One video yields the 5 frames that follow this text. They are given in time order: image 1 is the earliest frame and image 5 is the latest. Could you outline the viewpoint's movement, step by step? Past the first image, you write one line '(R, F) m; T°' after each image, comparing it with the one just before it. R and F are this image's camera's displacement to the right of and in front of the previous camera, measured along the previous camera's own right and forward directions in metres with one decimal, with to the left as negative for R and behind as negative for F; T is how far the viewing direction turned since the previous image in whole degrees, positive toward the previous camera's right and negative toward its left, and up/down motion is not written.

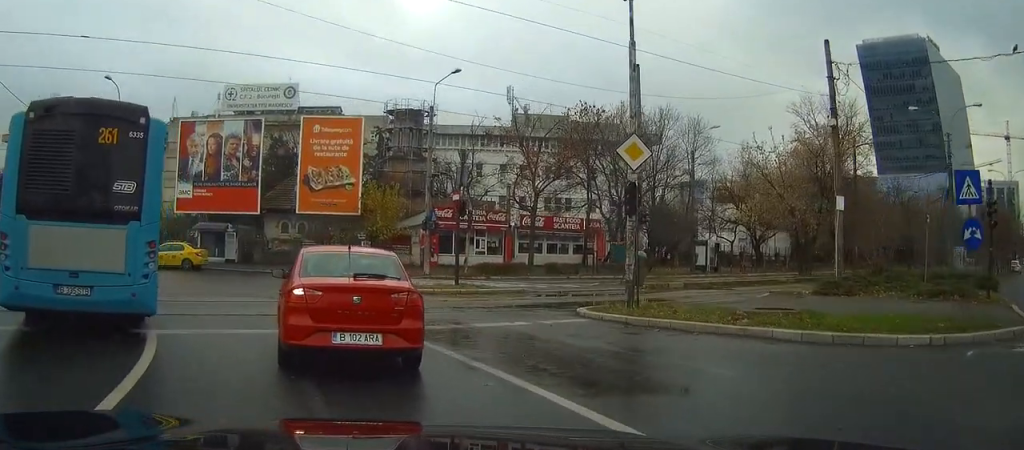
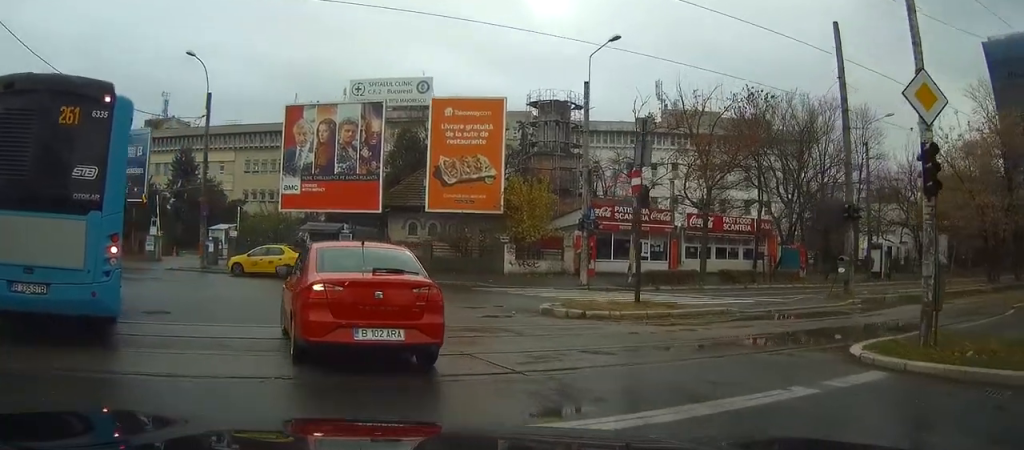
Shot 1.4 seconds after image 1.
(-0.9, +6.5) m; -7°
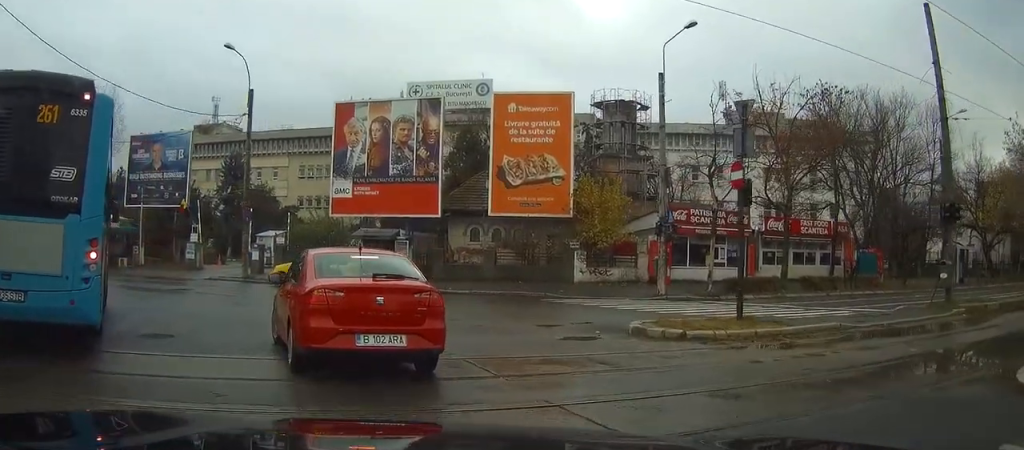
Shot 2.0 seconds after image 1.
(+0.2, +2.8) m; 0°
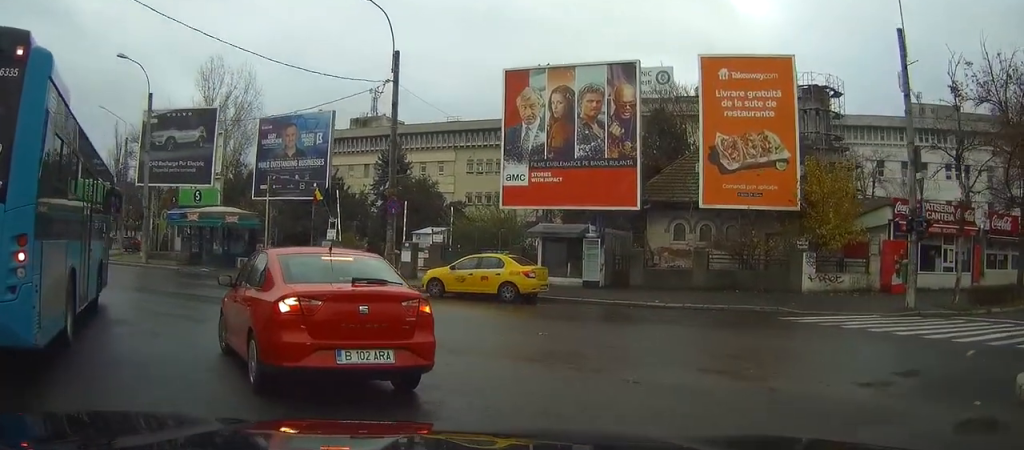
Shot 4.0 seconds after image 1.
(-1.1, +7.7) m; -16°
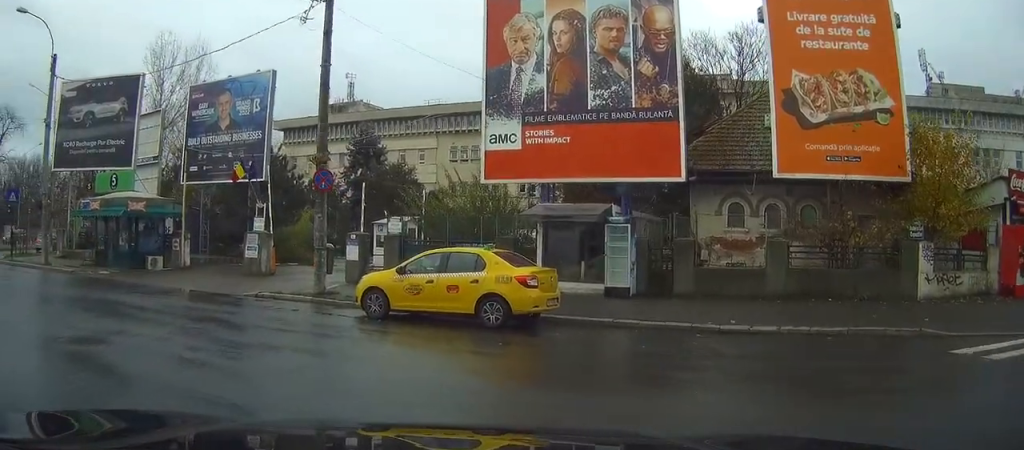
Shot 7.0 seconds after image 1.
(+0.6, +8.9) m; -4°
